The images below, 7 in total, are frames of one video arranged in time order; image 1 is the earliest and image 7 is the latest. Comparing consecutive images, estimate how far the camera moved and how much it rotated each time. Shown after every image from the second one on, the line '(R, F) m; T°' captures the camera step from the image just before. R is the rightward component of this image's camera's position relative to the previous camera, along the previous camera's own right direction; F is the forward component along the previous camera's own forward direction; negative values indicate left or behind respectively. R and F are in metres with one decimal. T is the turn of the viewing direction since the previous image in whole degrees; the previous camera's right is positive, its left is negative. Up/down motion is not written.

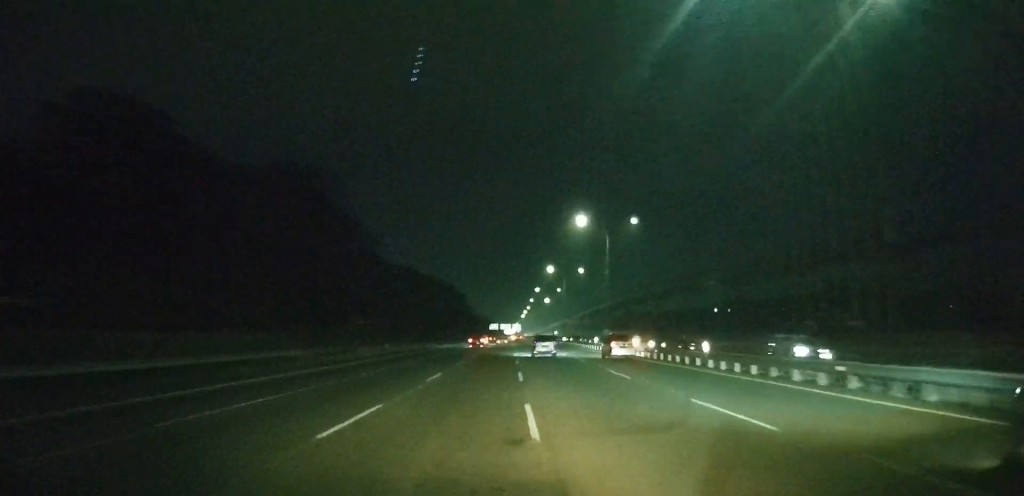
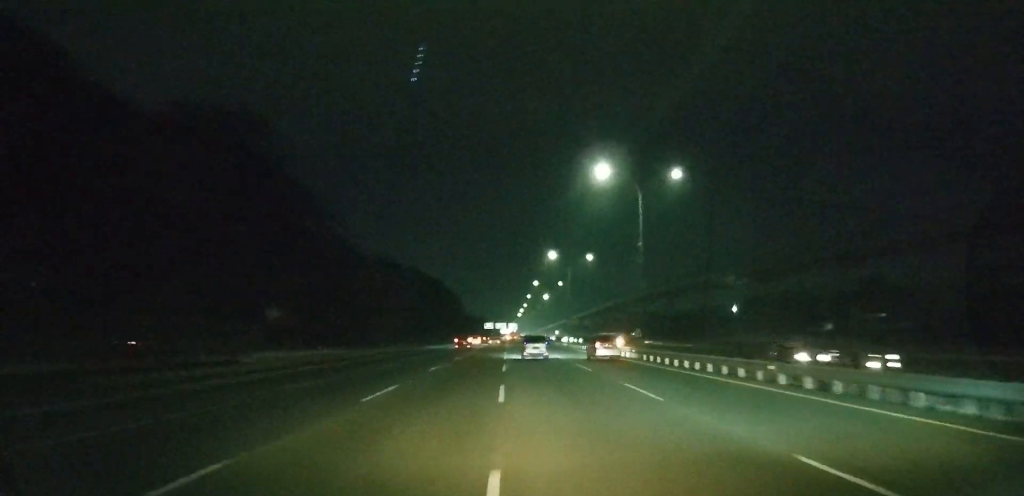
(0.0, +18.6) m; 0°
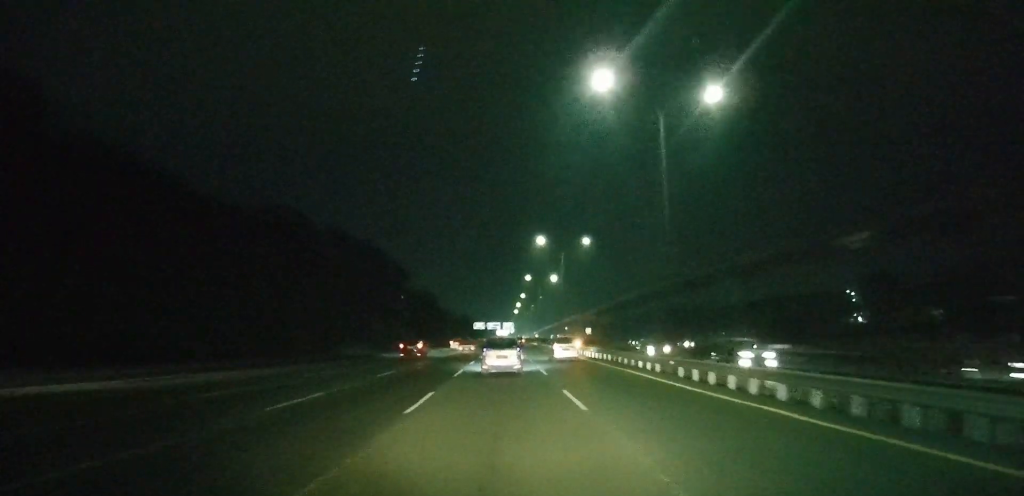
(+0.6, +55.8) m; +1°
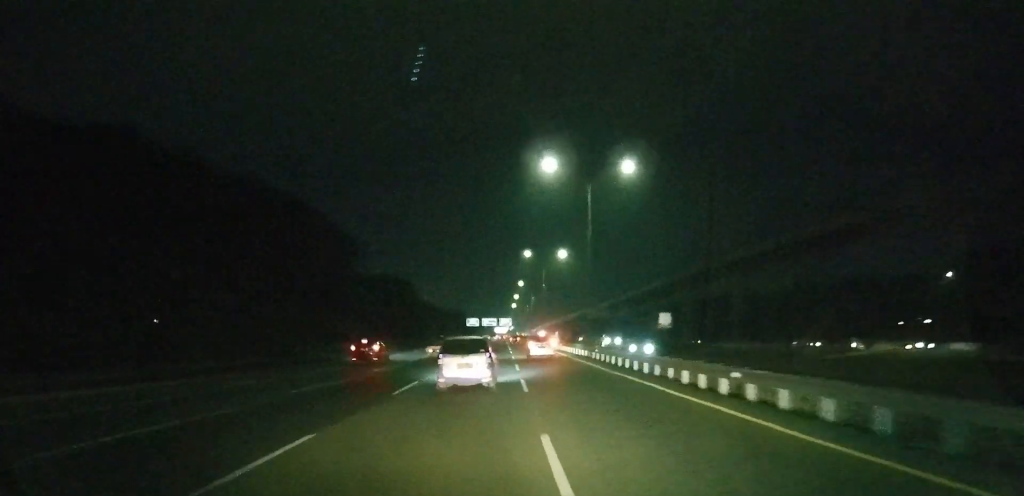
(+0.1, +29.1) m; 0°
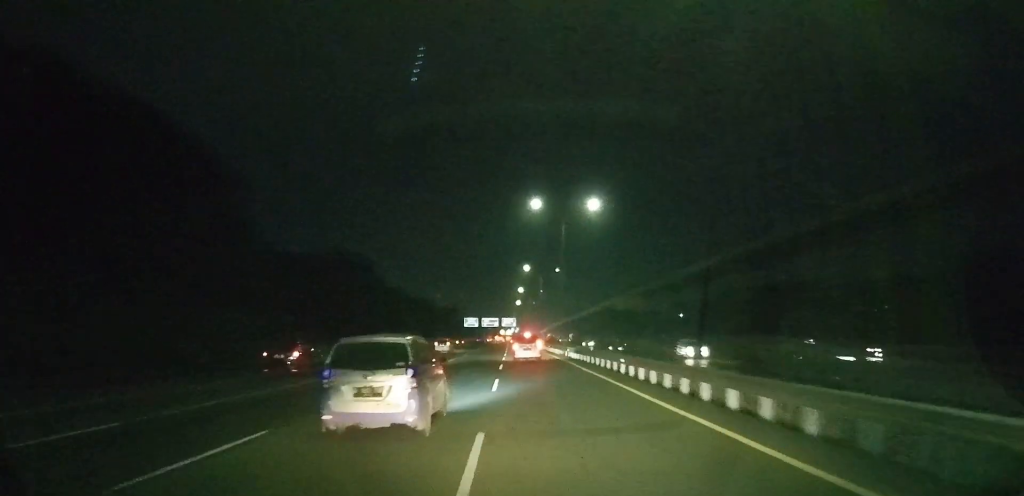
(+0.1, +33.7) m; 0°
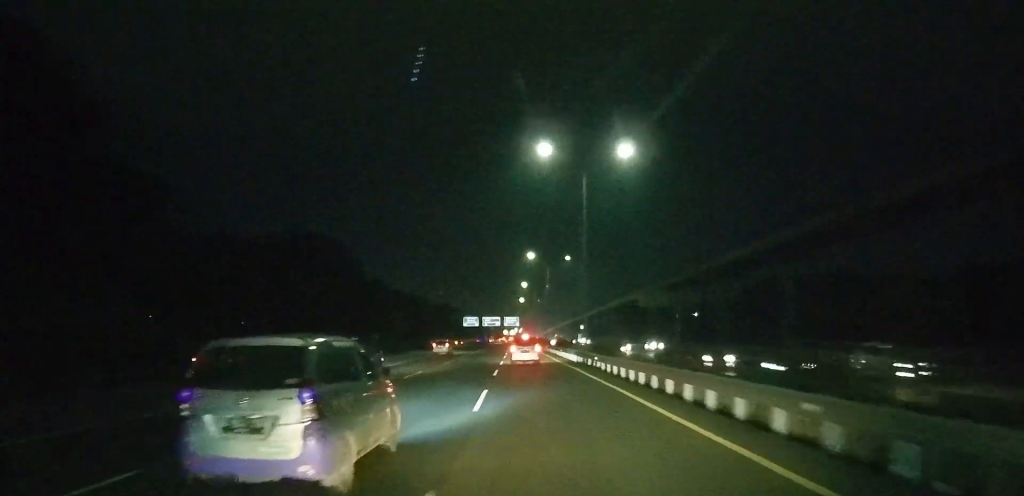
(-0.1, +16.7) m; 0°
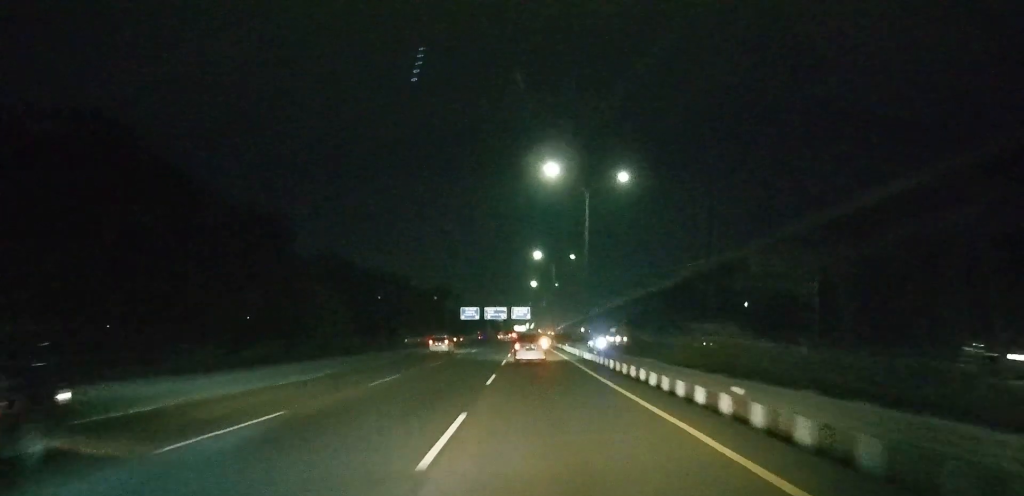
(-0.2, +45.0) m; 0°
